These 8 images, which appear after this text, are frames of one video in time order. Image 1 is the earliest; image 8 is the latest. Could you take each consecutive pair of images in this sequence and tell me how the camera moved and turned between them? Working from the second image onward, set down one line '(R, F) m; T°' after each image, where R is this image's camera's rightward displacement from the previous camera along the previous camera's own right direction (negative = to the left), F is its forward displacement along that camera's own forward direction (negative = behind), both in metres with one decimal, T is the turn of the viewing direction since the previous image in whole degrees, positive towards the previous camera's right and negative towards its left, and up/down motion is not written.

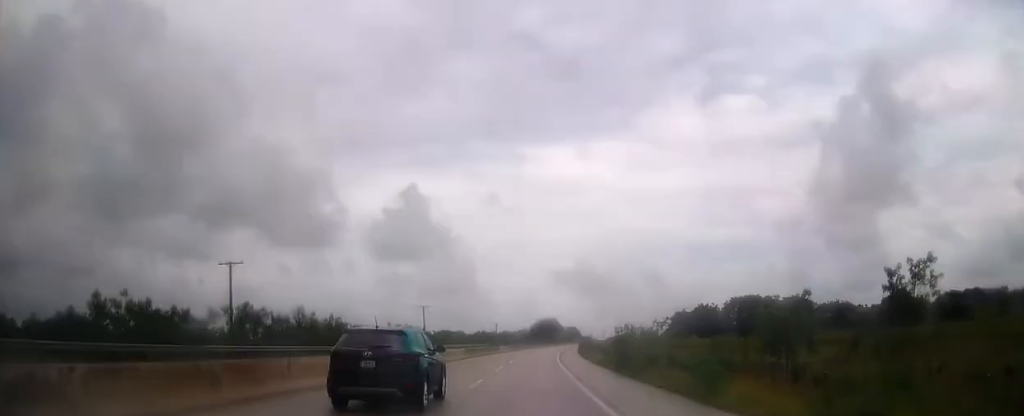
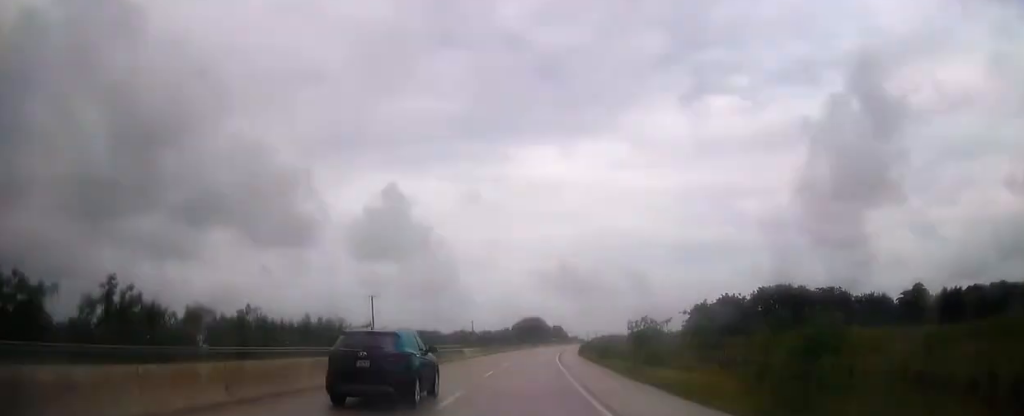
(+0.2, +28.5) m; +2°
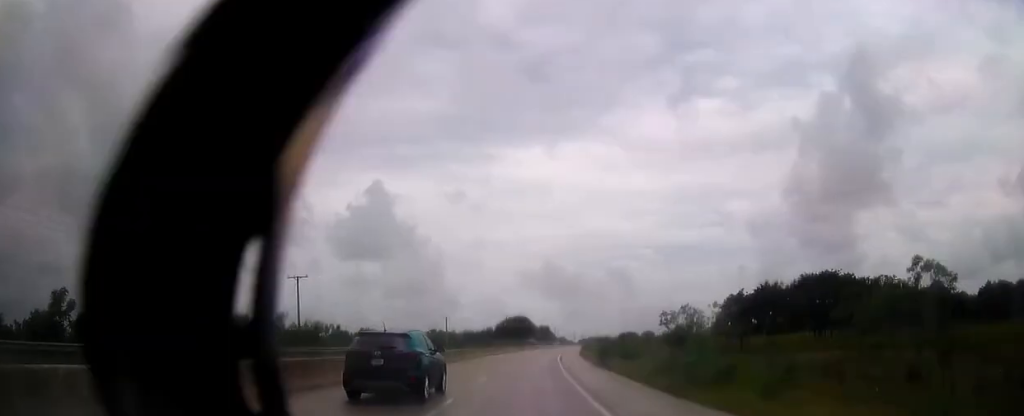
(+0.7, +27.7) m; +2°
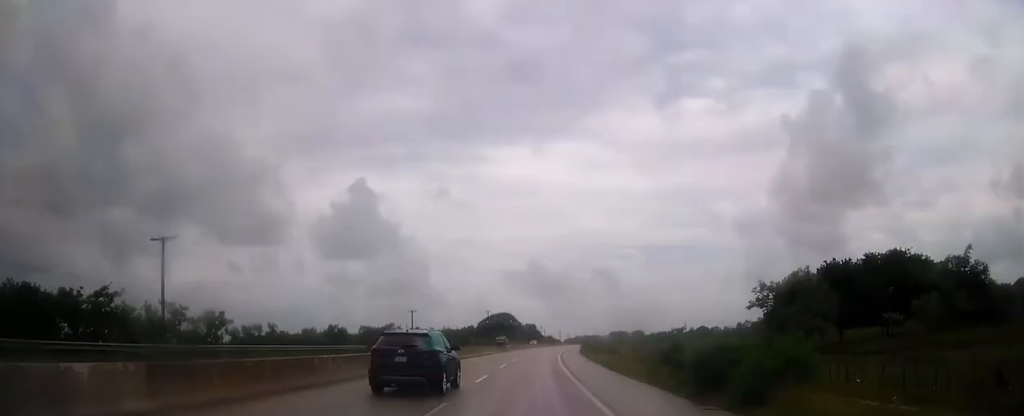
(+0.1, +25.2) m; +1°
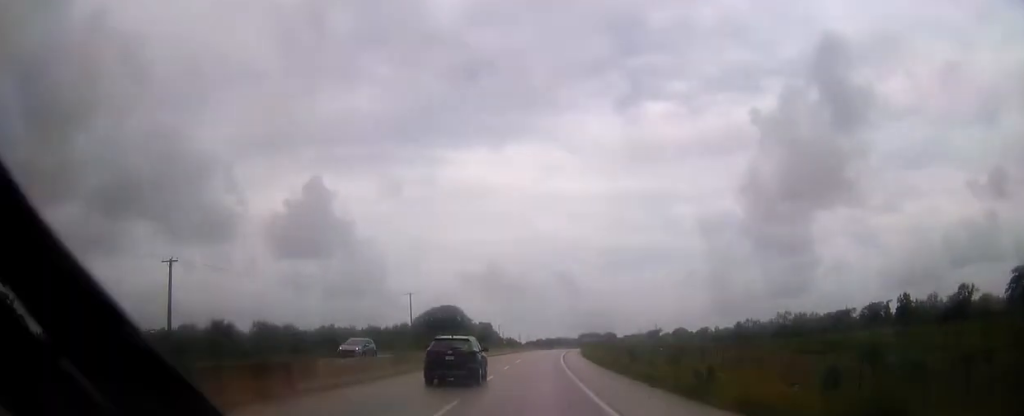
(+2.4, +70.4) m; +4°
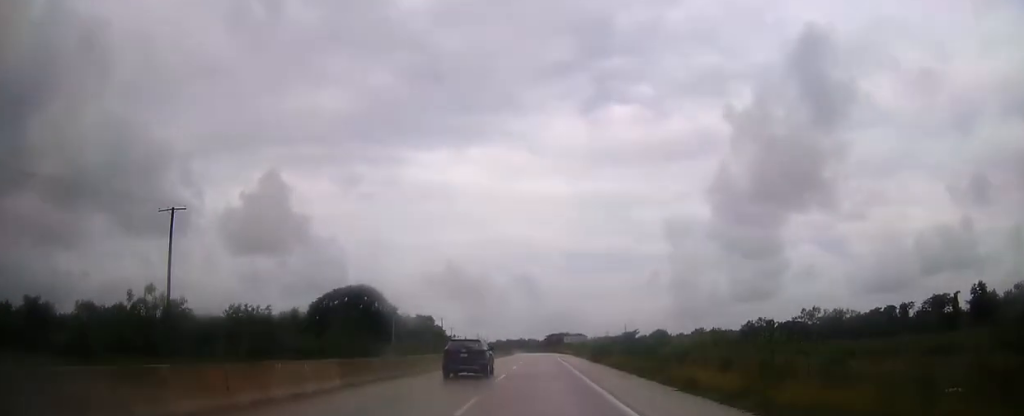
(+2.3, +69.3) m; +3°
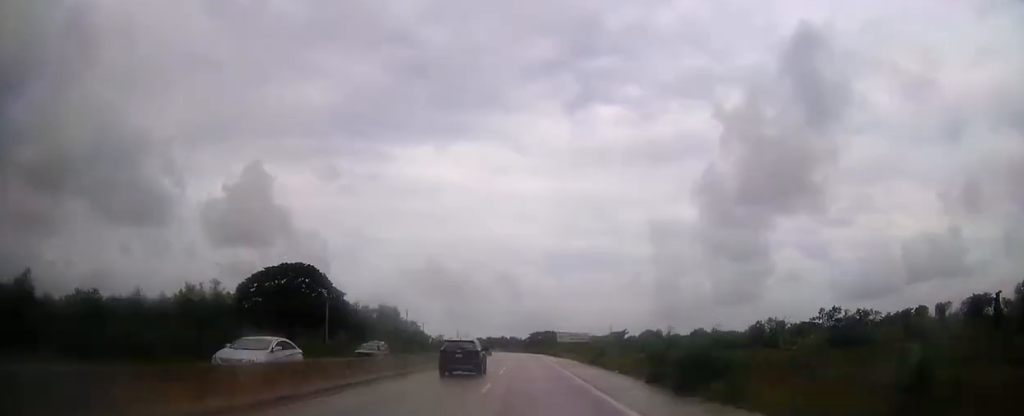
(+0.6, +30.1) m; +1°
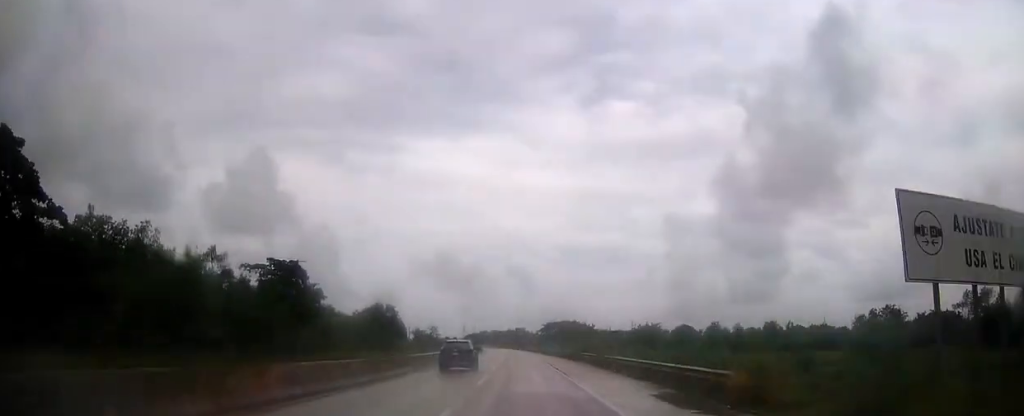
(+0.7, +79.8) m; 0°
